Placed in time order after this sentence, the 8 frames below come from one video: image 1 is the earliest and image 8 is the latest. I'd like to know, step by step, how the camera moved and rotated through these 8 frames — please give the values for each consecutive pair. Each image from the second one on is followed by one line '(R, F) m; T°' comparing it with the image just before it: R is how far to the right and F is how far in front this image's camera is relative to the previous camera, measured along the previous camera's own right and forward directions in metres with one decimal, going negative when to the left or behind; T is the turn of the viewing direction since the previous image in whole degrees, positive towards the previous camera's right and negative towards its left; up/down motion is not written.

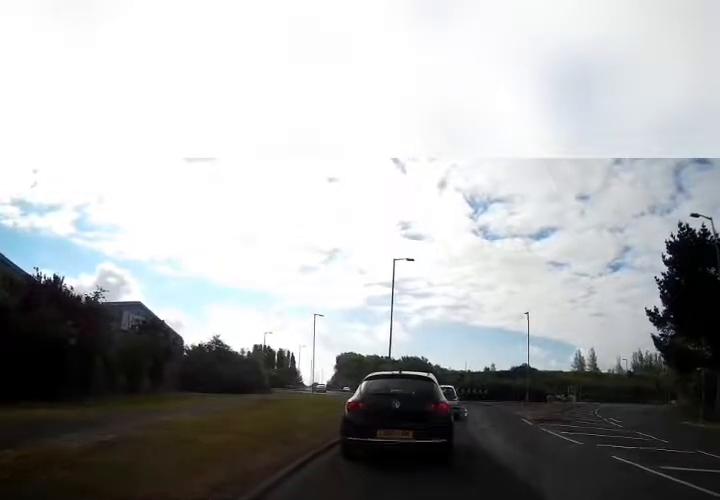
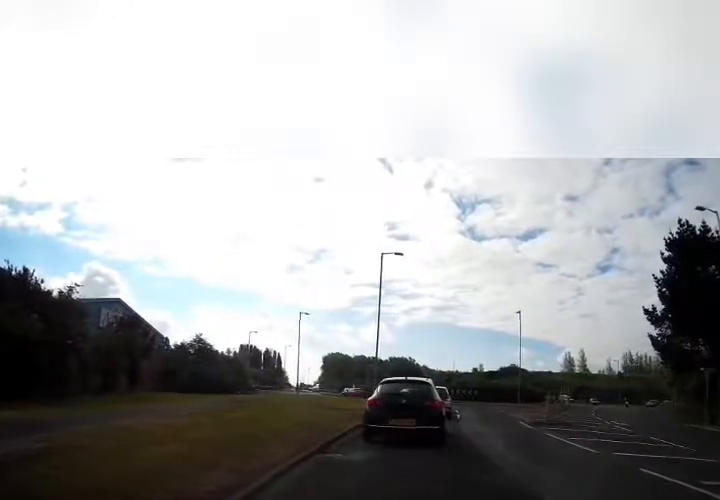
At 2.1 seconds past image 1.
(-0.4, +1.1) m; 0°
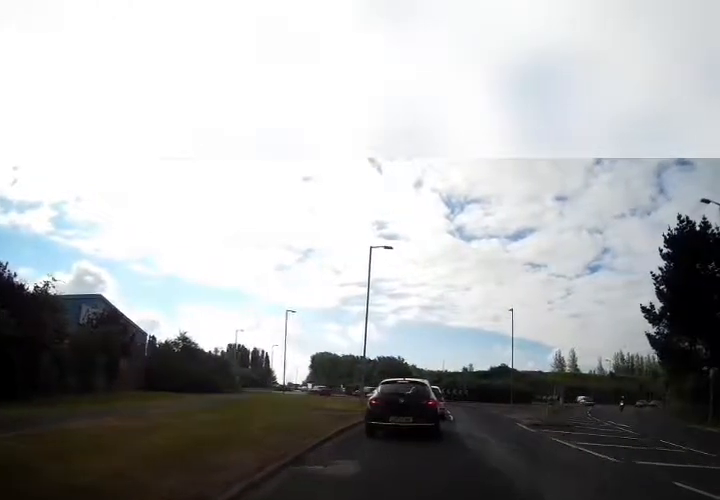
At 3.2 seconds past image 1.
(+0.3, +0.8) m; 0°
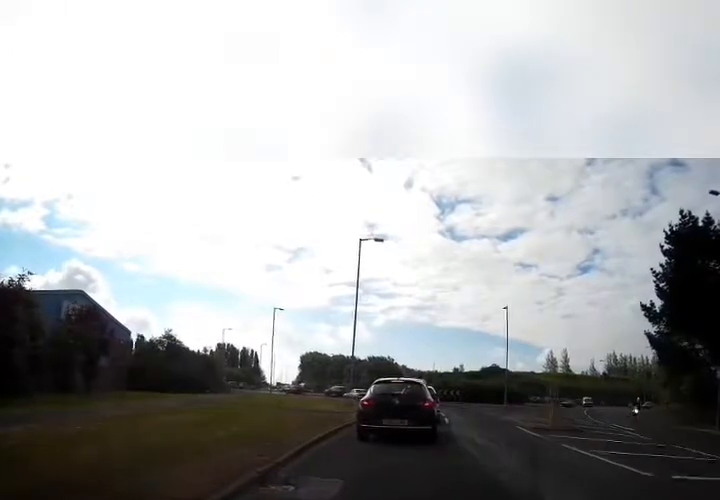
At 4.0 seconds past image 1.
(-0.3, +0.5) m; 0°
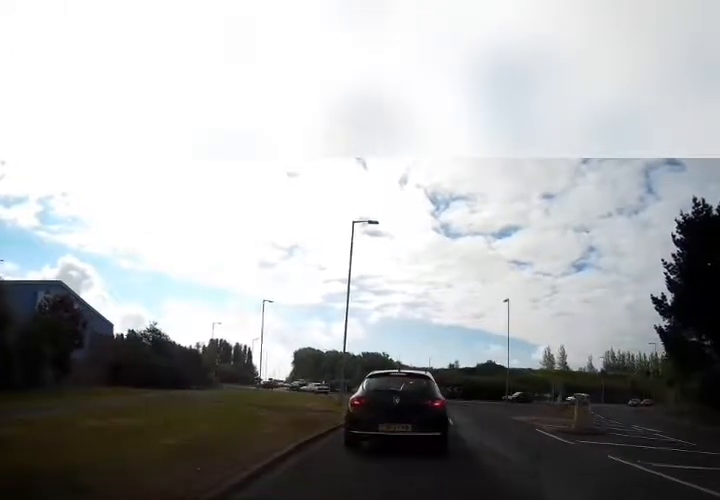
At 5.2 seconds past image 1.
(-0.1, +1.0) m; 0°
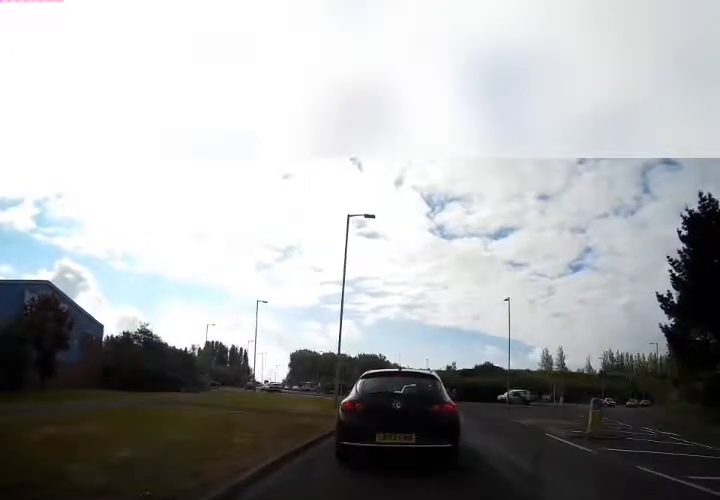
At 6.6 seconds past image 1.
(+0.5, +0.8) m; 0°
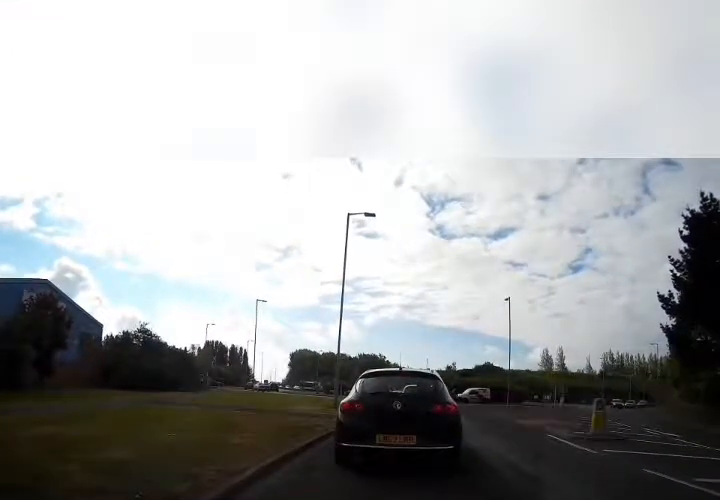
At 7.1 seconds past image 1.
(0.0, 0.0) m; 0°
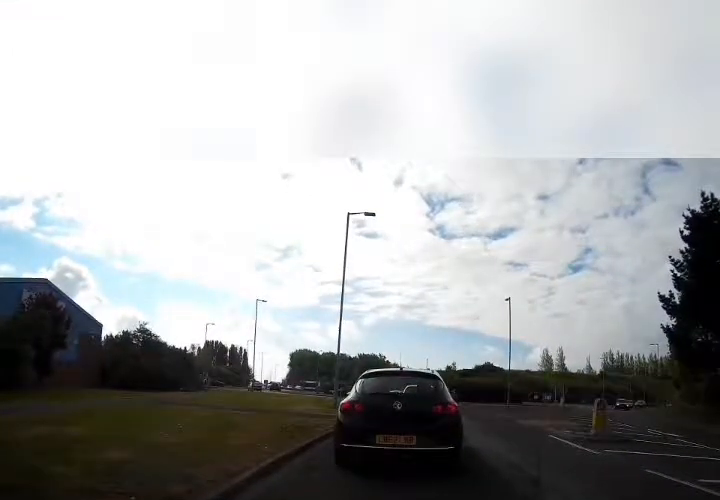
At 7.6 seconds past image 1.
(0.0, 0.0) m; 0°
